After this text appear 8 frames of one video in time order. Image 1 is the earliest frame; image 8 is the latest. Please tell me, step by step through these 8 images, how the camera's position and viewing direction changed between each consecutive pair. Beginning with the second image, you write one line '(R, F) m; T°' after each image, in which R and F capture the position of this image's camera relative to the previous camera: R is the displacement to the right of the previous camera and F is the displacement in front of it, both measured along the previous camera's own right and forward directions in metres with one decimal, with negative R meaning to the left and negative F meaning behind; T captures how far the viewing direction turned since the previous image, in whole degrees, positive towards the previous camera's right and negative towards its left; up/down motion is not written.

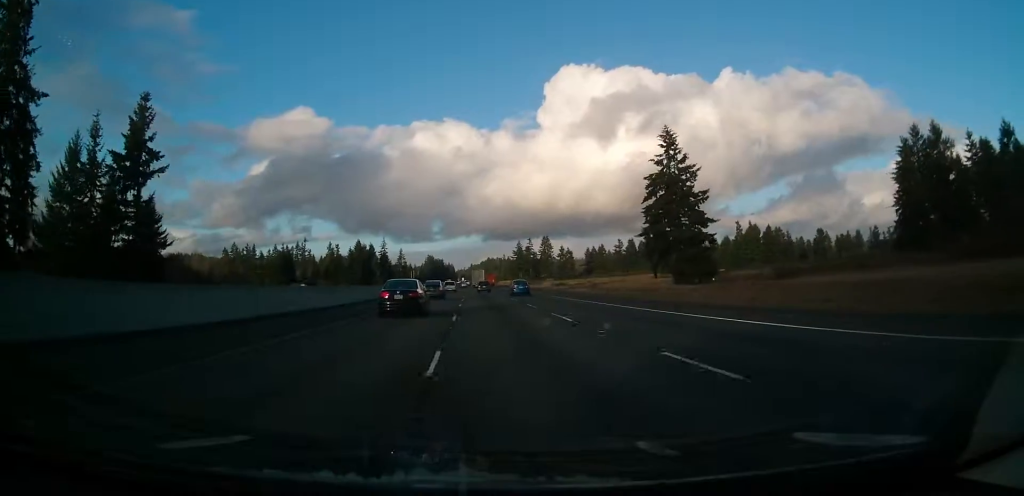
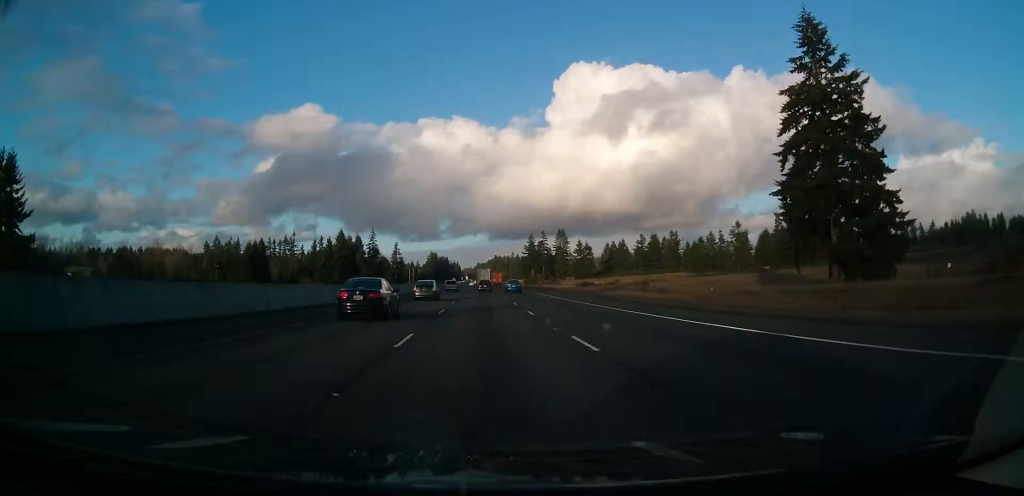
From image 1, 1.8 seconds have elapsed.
(0.0, +57.8) m; 0°
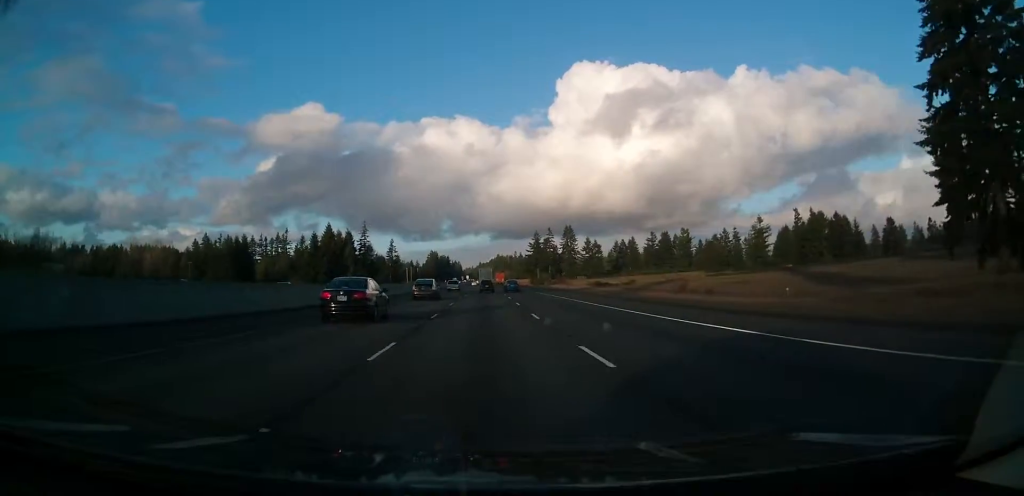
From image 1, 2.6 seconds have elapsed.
(+0.2, +26.9) m; 0°
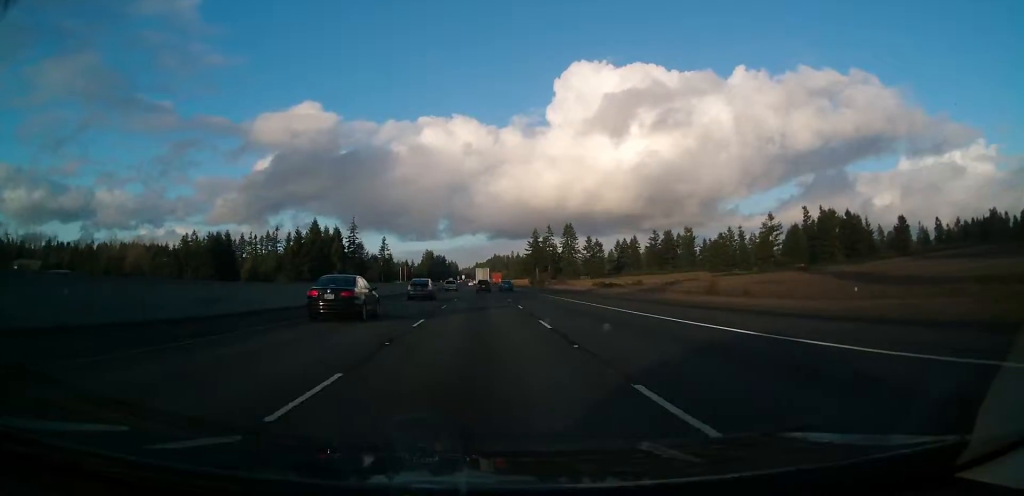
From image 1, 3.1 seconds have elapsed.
(0.0, +17.1) m; 0°
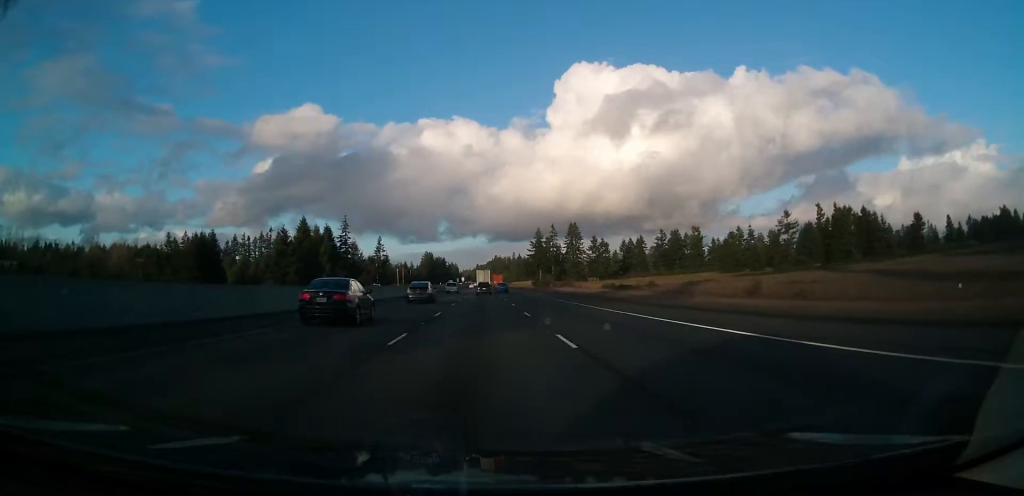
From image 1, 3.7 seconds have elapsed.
(-0.1, +17.0) m; 0°
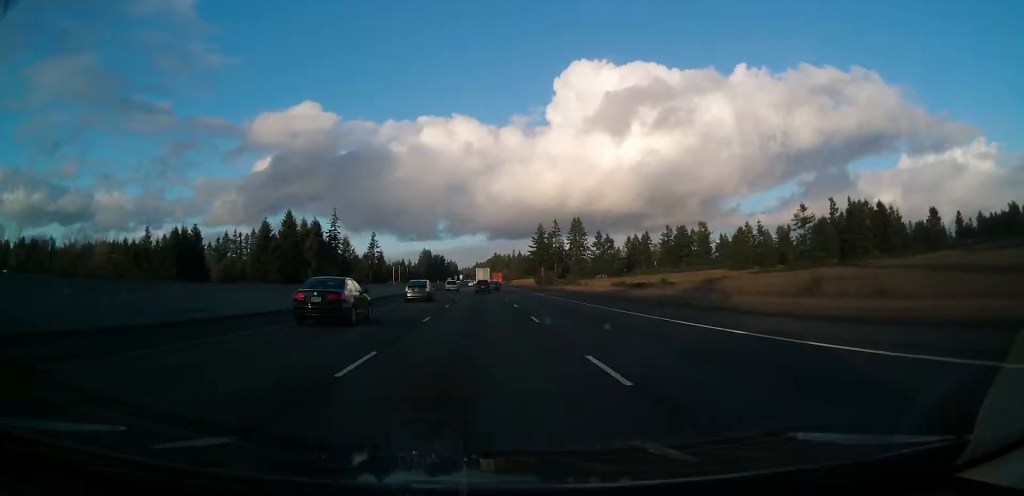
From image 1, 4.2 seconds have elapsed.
(-0.1, +16.9) m; 0°
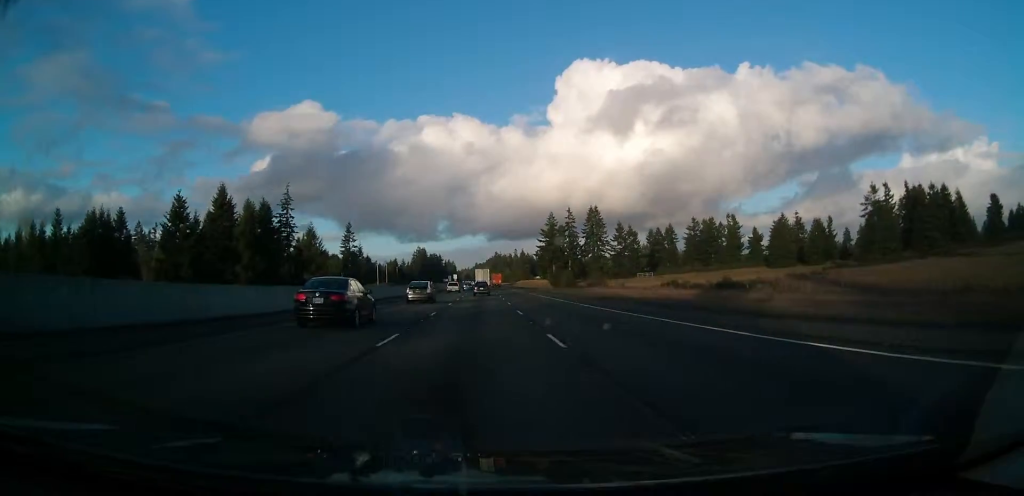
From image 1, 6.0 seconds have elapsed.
(+0.6, +57.6) m; 0°
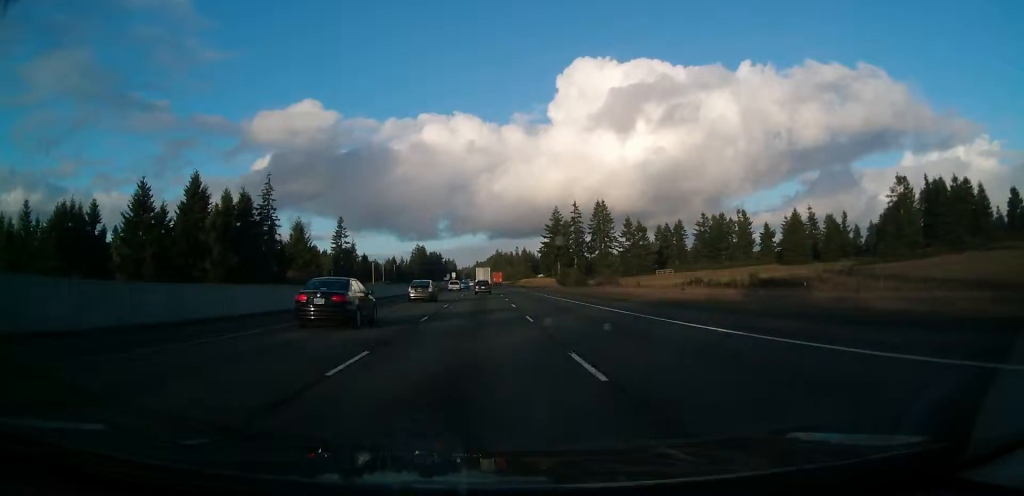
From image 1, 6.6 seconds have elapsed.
(-0.3, +16.6) m; -1°
